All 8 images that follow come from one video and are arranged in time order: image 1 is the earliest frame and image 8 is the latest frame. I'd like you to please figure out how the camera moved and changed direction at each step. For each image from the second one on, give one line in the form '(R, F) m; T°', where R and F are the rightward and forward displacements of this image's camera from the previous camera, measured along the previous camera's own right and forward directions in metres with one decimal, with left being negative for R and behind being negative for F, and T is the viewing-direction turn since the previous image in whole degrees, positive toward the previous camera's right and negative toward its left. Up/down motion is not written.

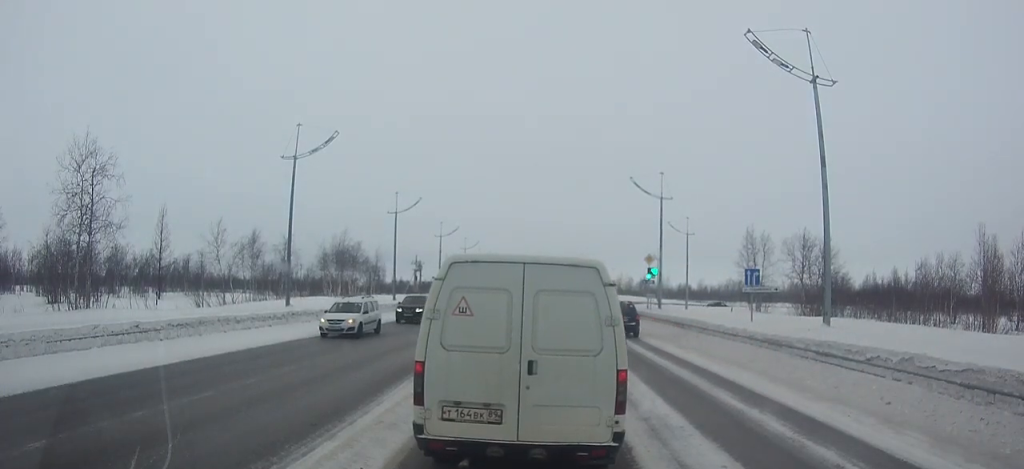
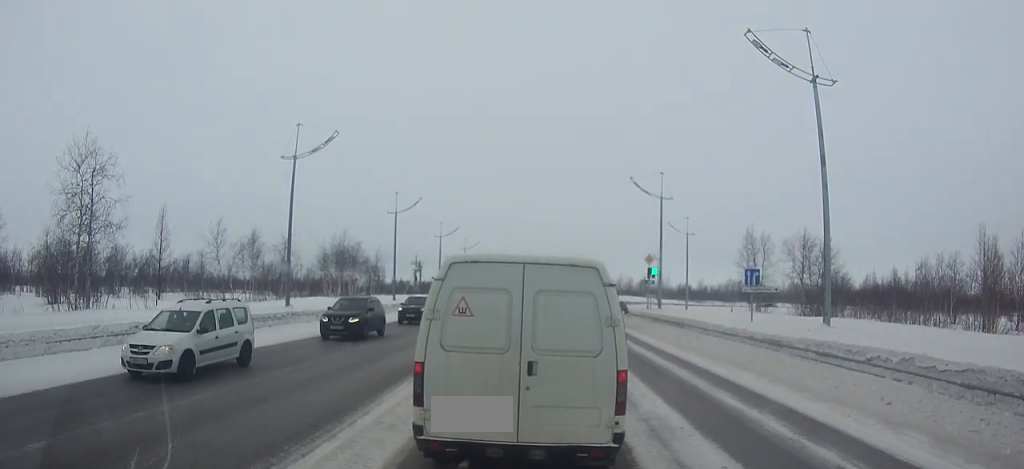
(+0.1, -0.1) m; 0°
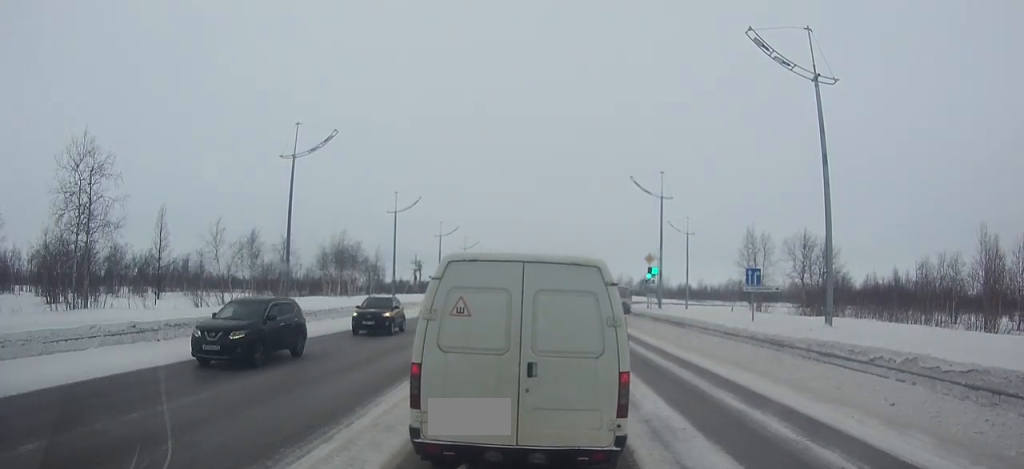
(+0.2, +0.1) m; 0°
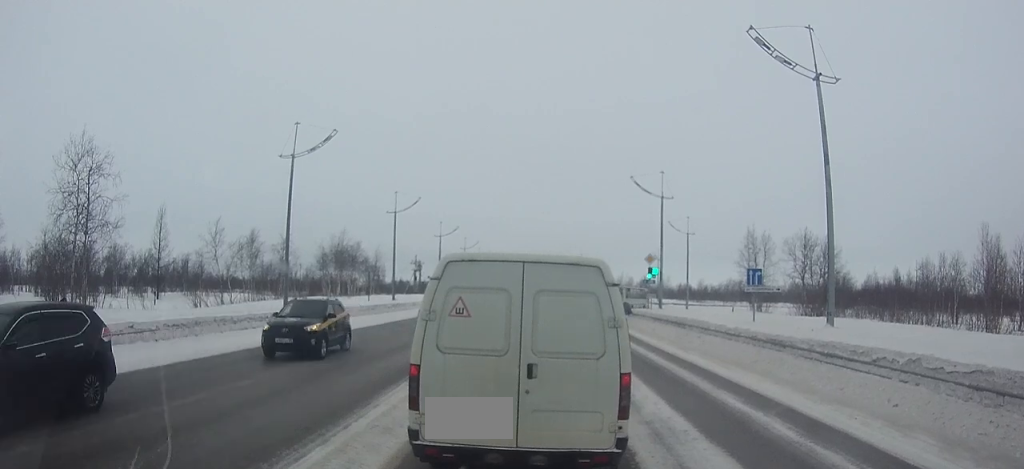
(+0.1, +0.4) m; 0°
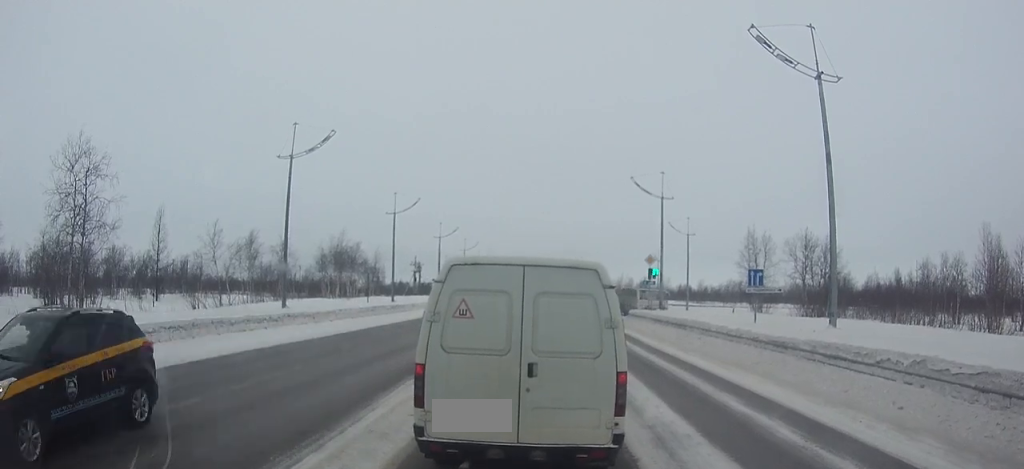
(0.0, +0.7) m; 0°
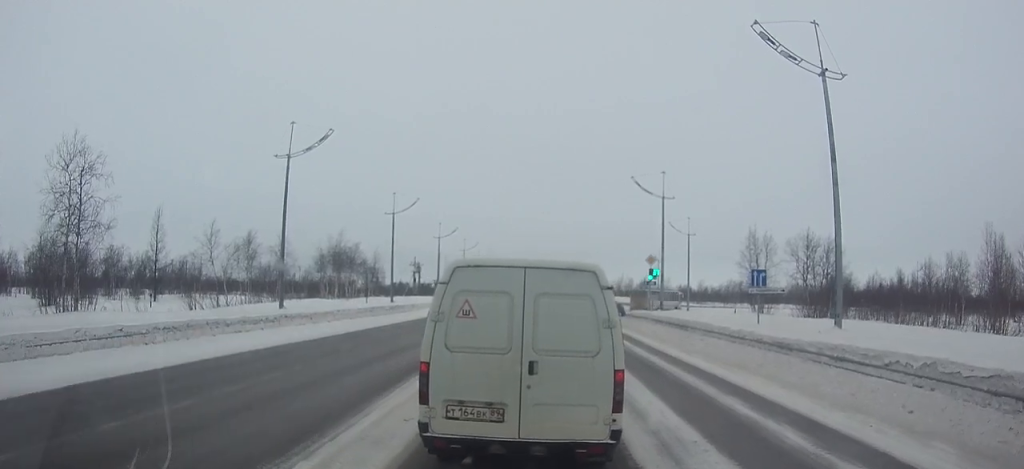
(0.0, +0.7) m; 0°
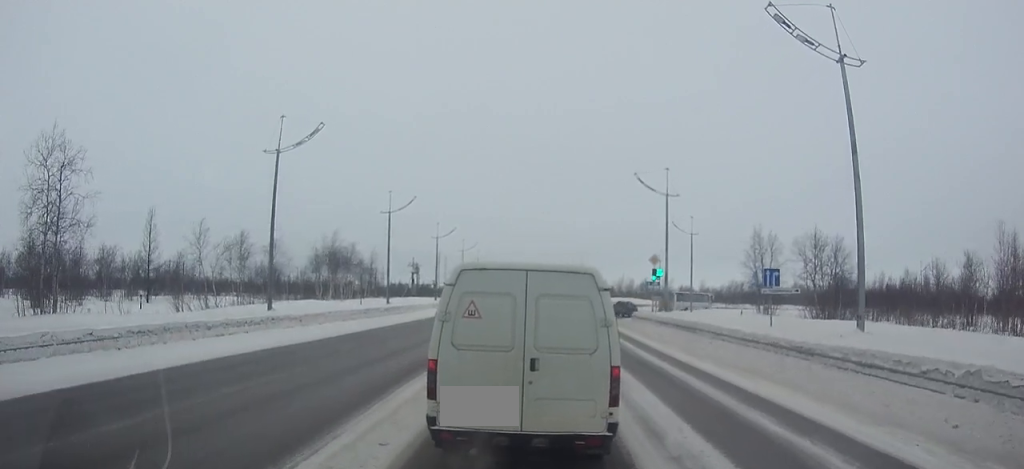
(0.0, +1.8) m; 0°
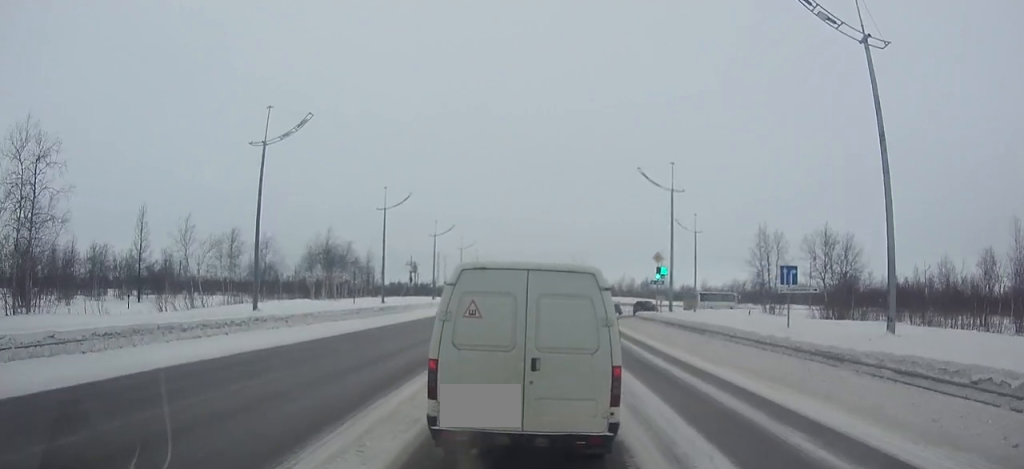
(0.0, +1.7) m; 0°
